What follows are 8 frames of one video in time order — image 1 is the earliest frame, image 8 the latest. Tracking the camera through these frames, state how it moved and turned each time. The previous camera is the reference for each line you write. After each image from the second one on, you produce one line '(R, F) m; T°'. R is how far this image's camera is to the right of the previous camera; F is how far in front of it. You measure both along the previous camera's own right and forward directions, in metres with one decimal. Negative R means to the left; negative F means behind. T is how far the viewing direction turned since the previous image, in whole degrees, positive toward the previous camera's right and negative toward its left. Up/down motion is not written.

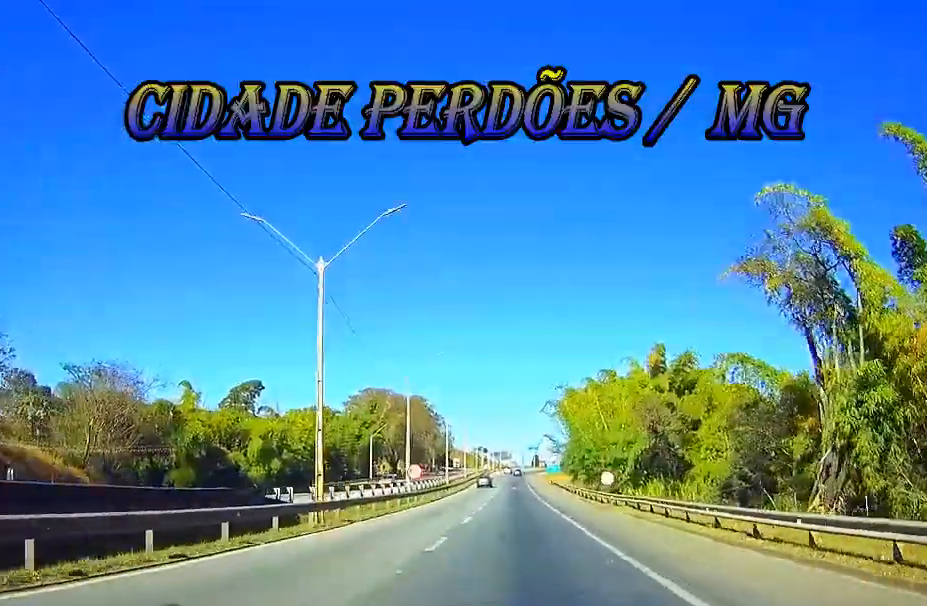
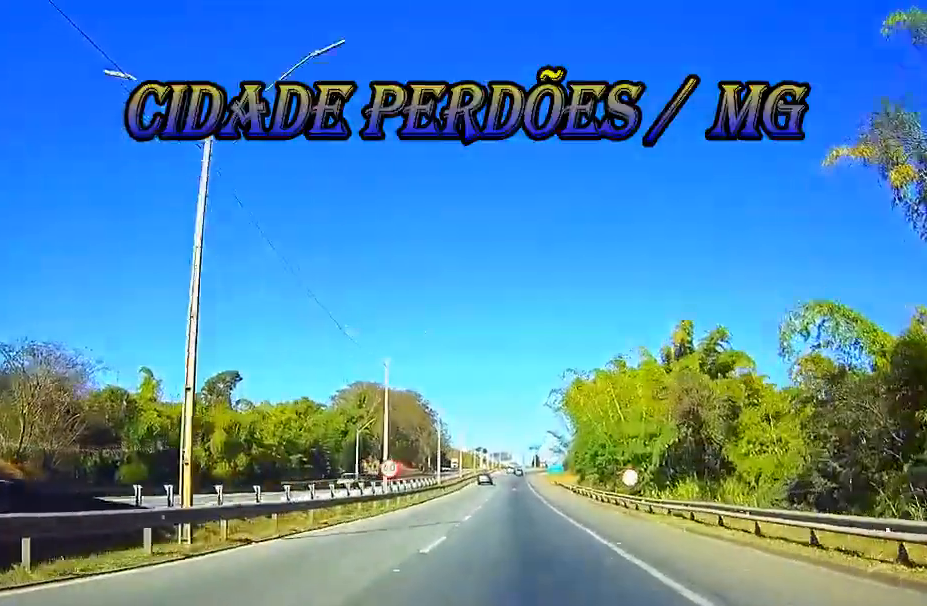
(0.0, +12.2) m; 0°
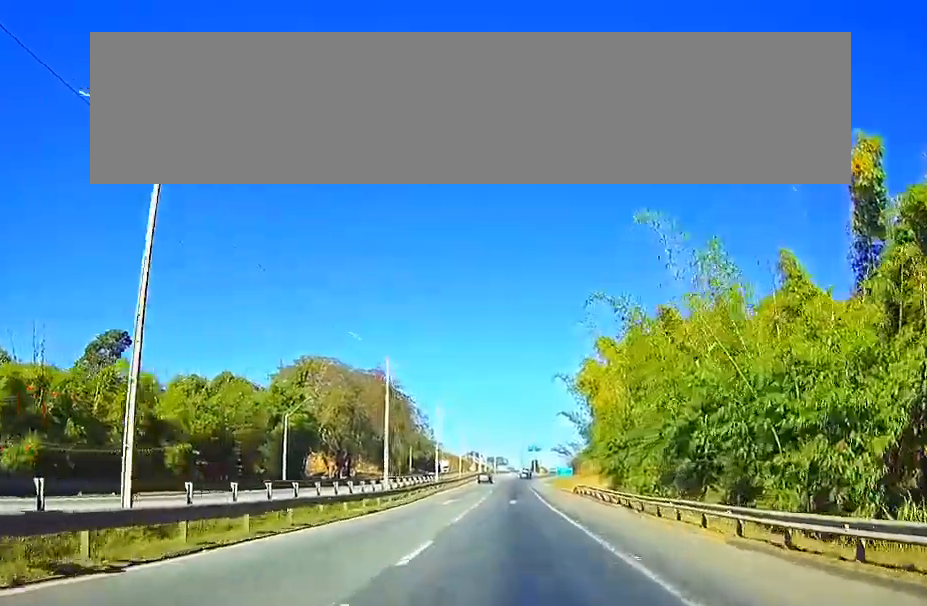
(0.0, +38.3) m; 0°
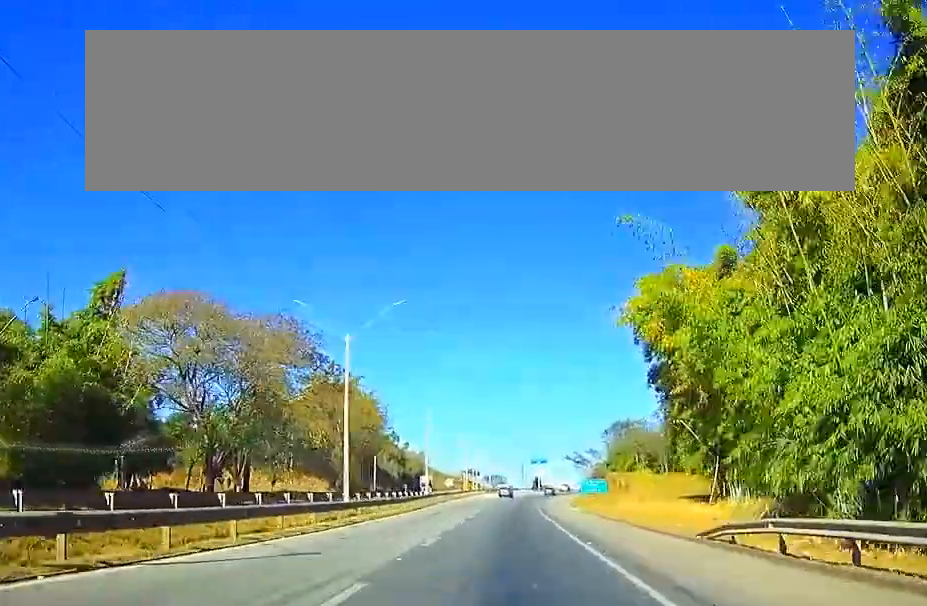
(0.0, +52.3) m; +1°
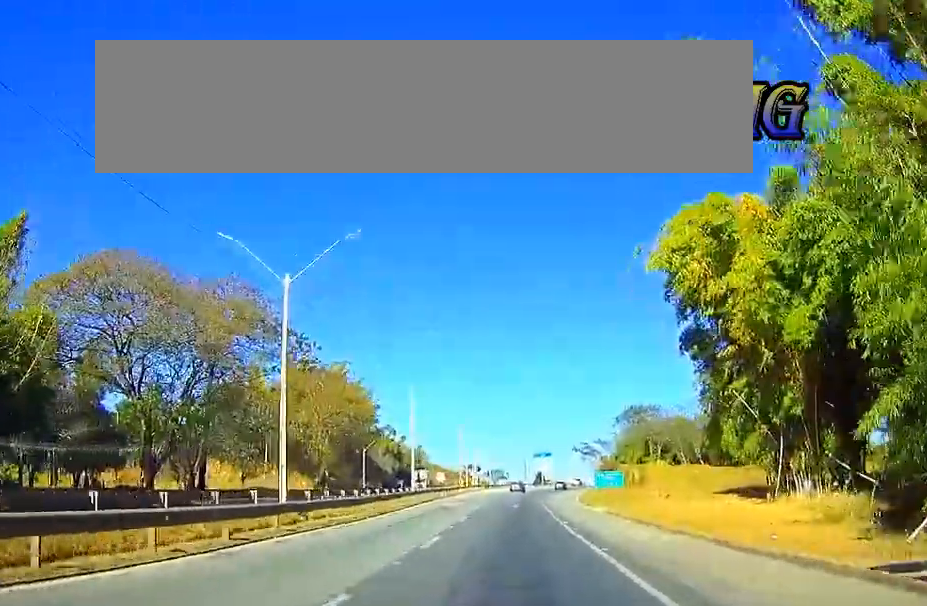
(-0.2, +12.9) m; +1°
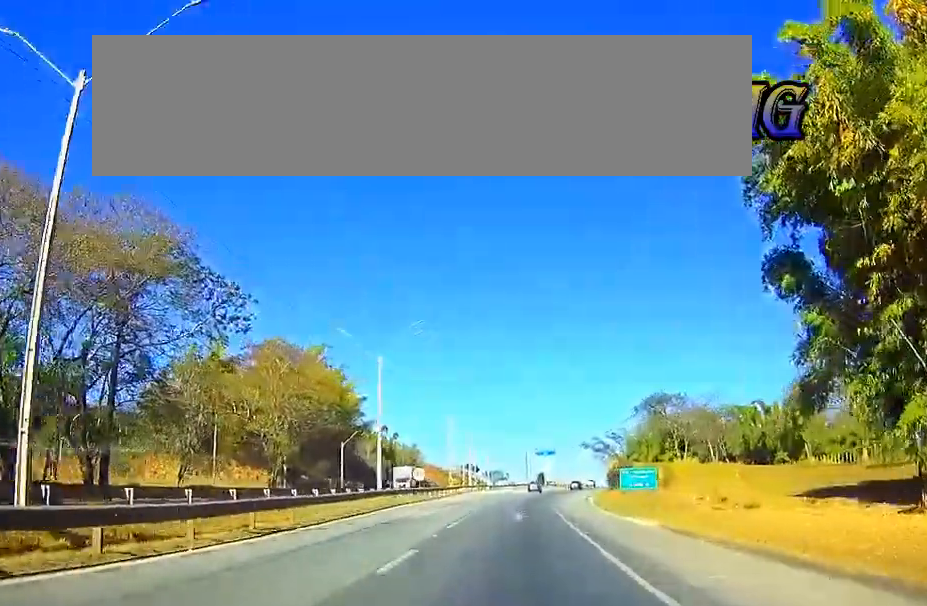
(+0.4, +18.2) m; +1°
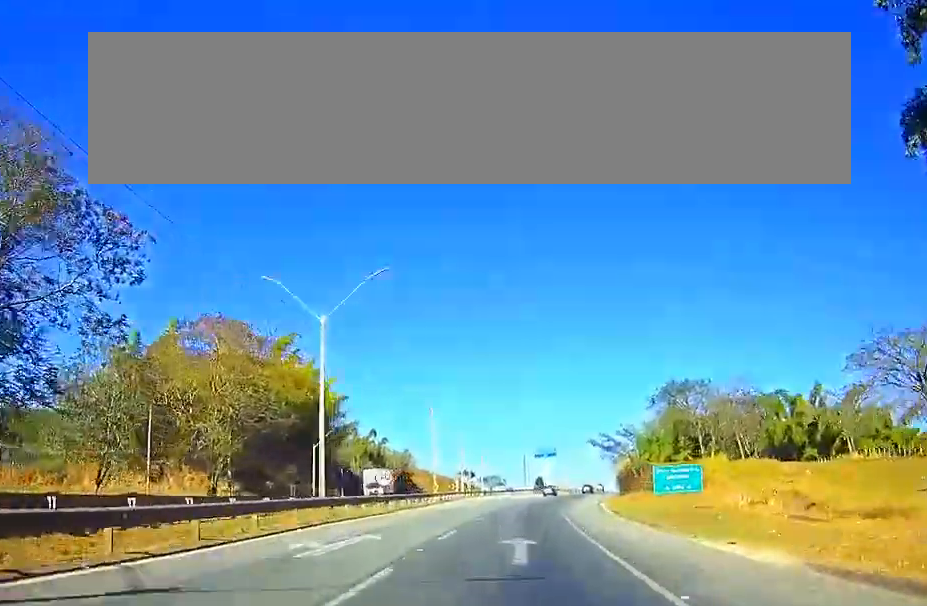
(+0.3, +15.5) m; +1°
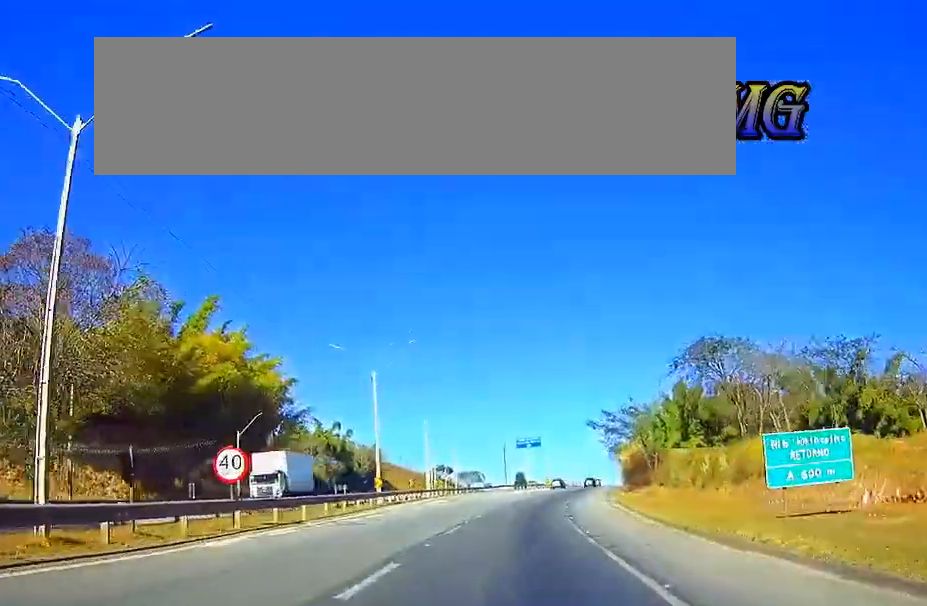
(0.0, +22.5) m; 0°
